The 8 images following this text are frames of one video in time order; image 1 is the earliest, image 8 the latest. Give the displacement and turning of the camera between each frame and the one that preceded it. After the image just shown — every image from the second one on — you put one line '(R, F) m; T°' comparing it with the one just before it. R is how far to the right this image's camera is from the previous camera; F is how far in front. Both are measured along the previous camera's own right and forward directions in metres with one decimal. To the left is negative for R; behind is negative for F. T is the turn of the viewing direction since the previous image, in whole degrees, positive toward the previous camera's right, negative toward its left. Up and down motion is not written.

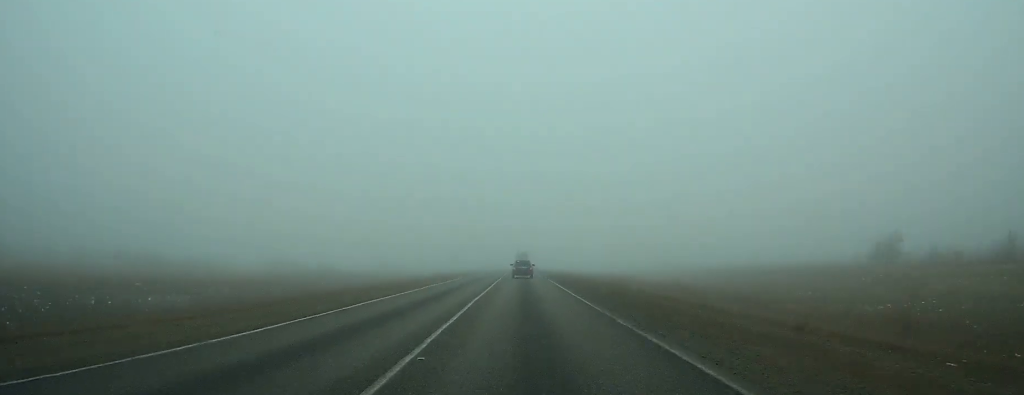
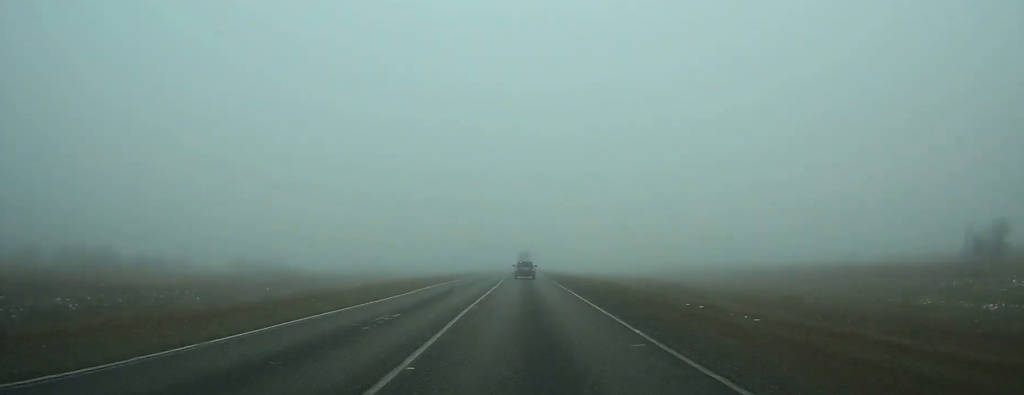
(0.0, +19.9) m; 0°
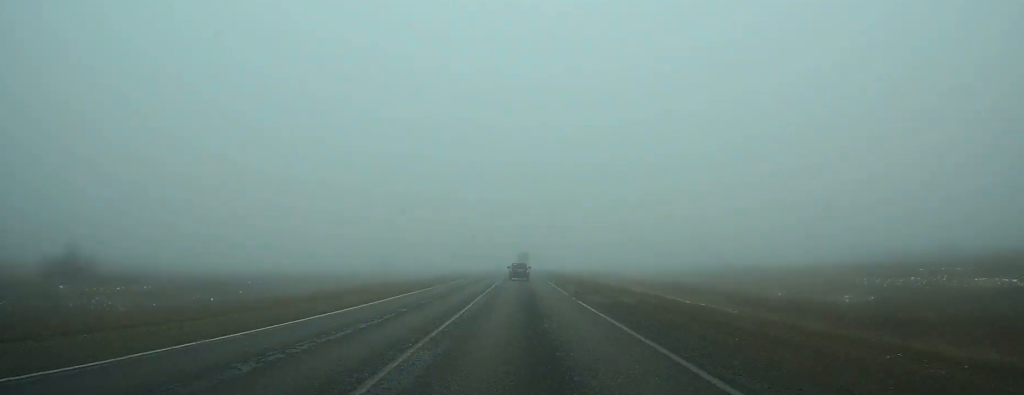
(0.0, +101.8) m; 0°
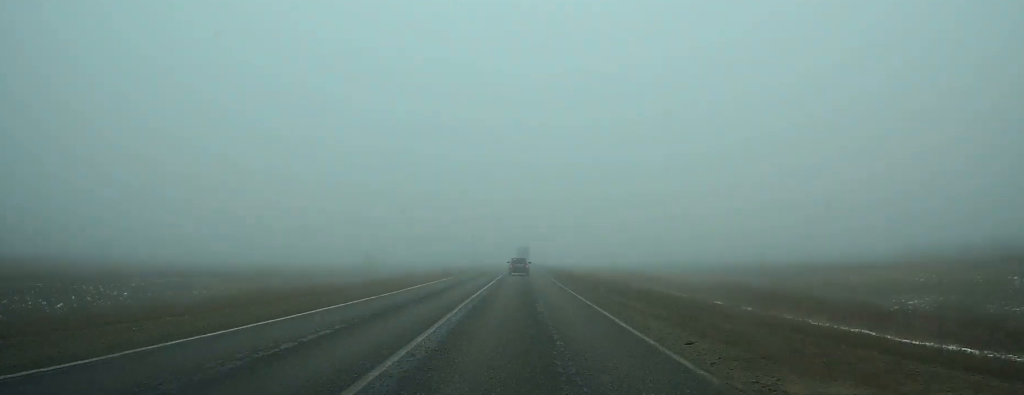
(-0.1, +17.6) m; 0°
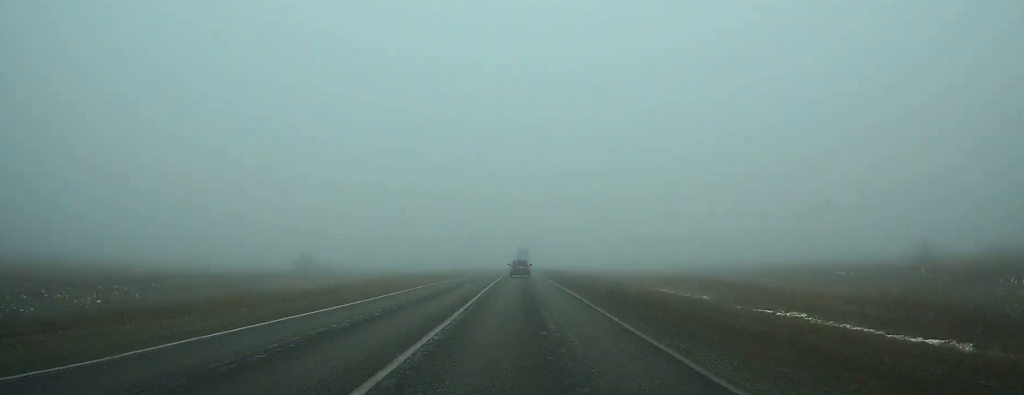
(-0.1, +46.7) m; 0°
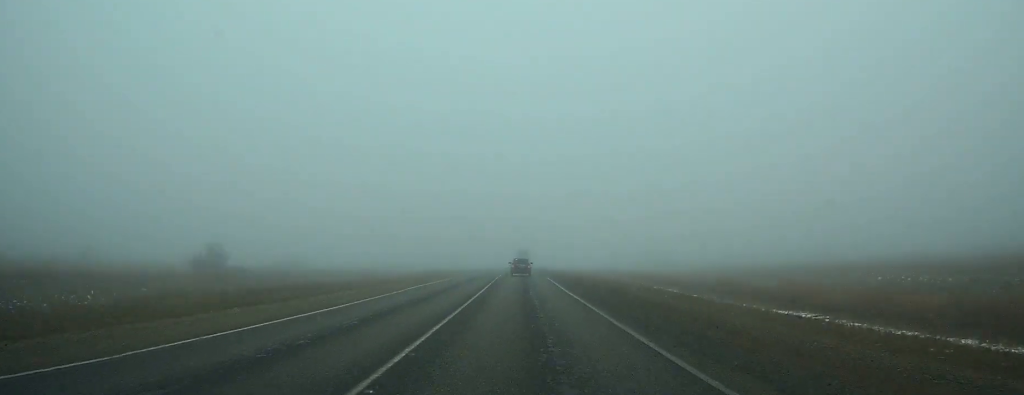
(0.0, +37.4) m; 0°
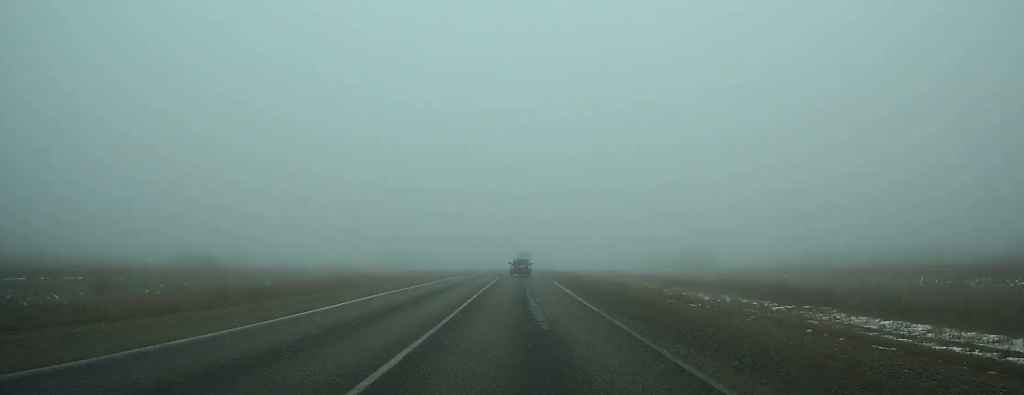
(0.0, +51.0) m; 0°
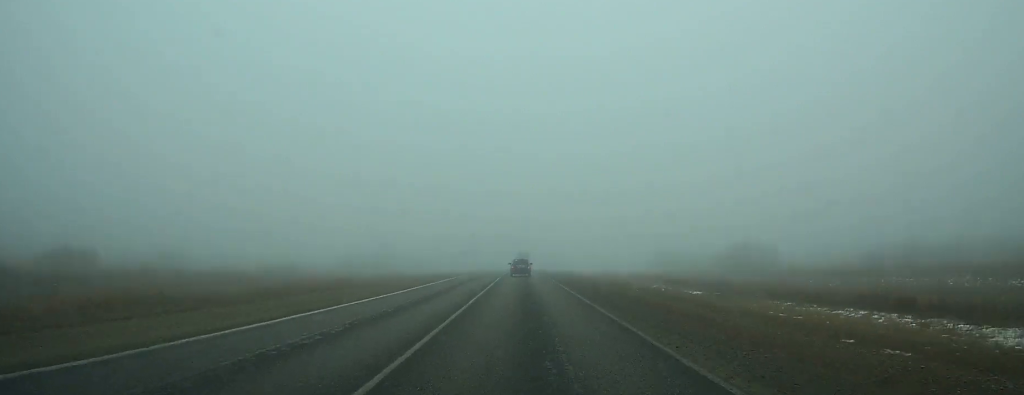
(0.0, +39.4) m; 0°
